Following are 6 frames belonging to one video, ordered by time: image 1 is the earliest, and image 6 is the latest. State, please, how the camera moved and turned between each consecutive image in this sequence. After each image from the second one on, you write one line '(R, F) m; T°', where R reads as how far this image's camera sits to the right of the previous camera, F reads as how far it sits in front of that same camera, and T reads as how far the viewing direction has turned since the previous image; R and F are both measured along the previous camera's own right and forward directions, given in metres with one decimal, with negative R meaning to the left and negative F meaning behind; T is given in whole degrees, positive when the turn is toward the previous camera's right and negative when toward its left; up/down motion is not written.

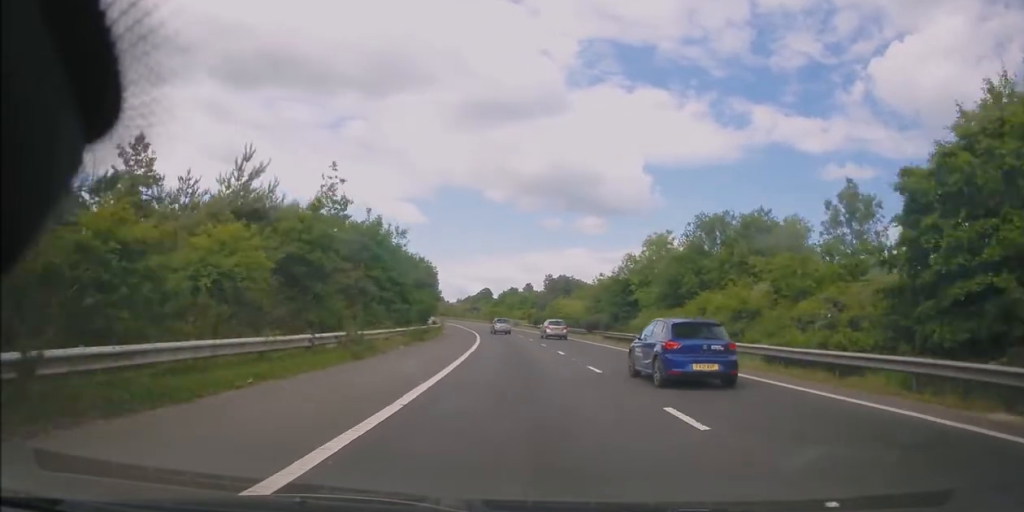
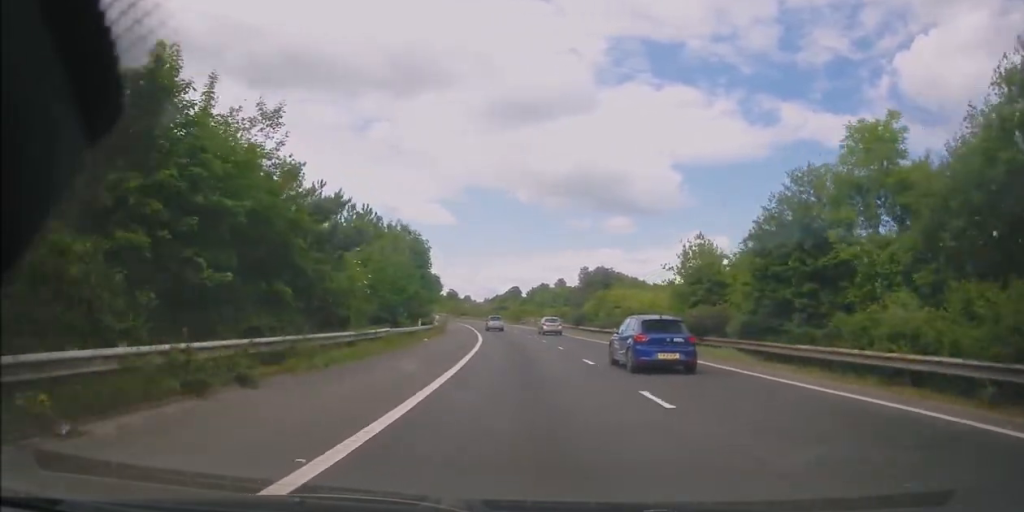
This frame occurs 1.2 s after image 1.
(-0.6, +24.8) m; -3°
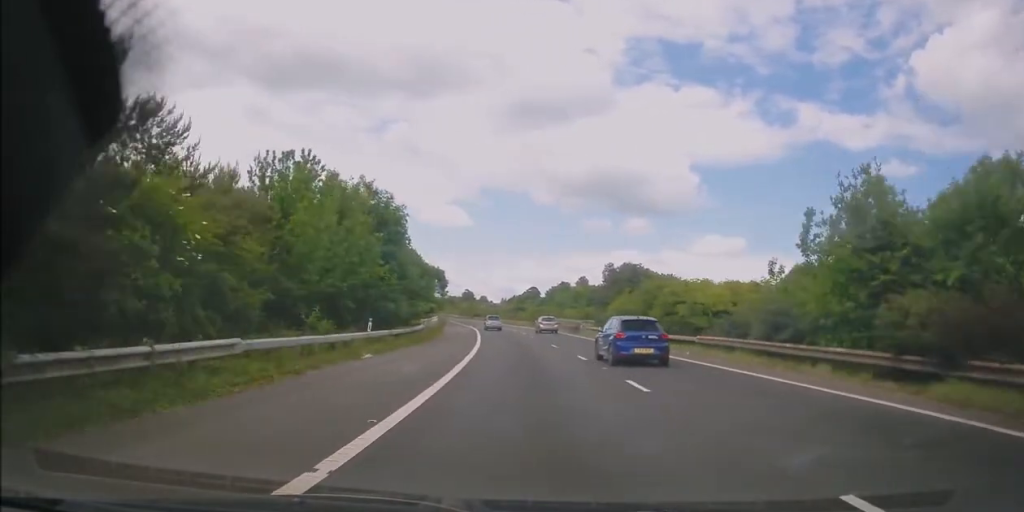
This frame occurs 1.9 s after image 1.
(-0.3, +15.6) m; -2°
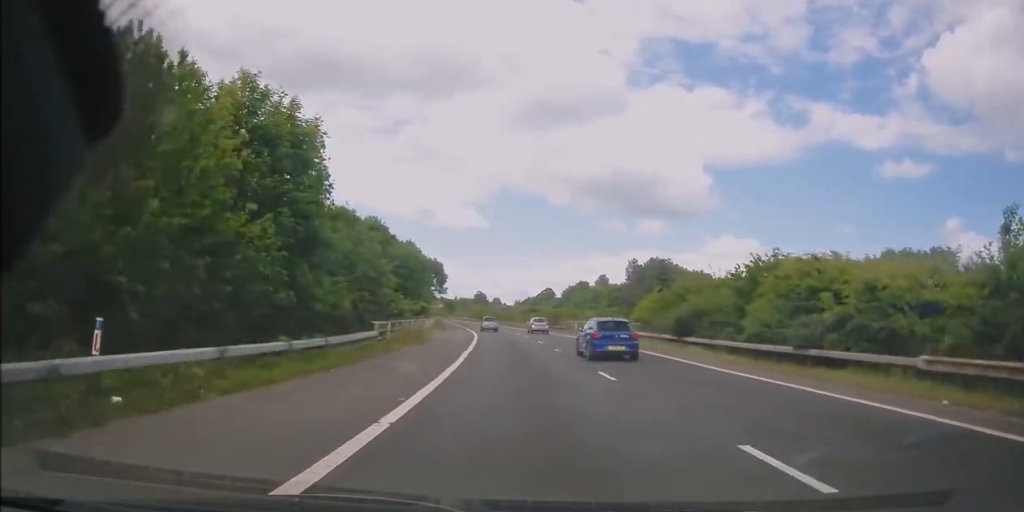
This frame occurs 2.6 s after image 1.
(-0.2, +15.7) m; -2°
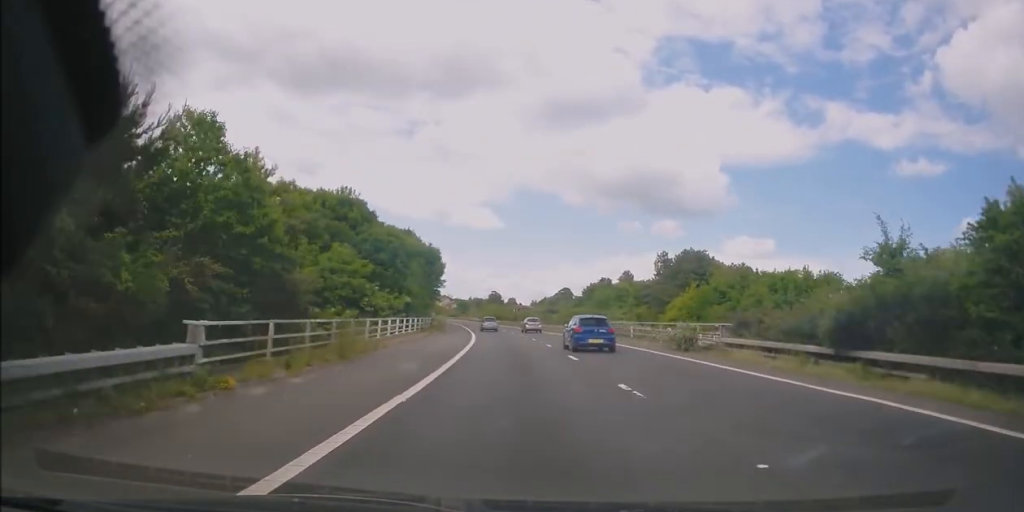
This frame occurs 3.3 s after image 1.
(-0.2, +15.1) m; -1°
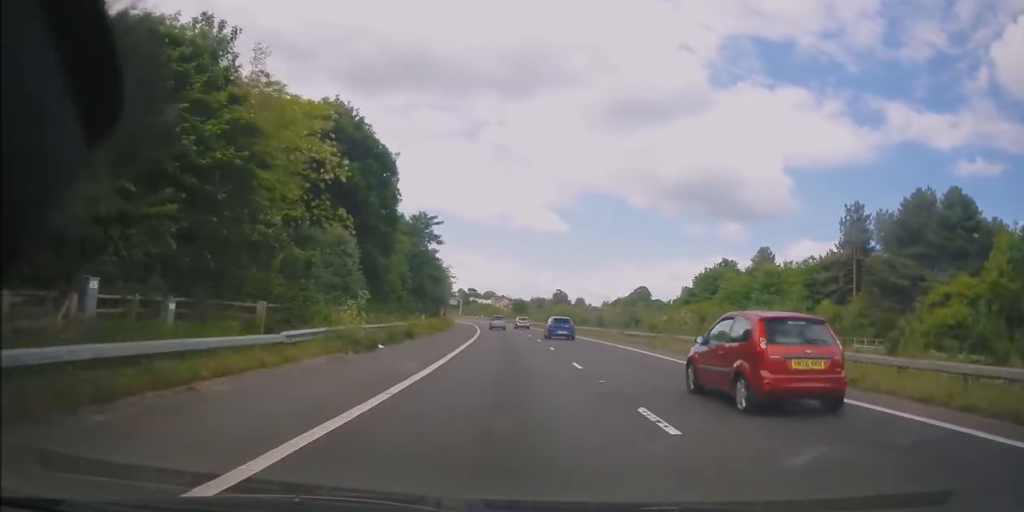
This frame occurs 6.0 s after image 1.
(-3.2, +58.1) m; -6°
